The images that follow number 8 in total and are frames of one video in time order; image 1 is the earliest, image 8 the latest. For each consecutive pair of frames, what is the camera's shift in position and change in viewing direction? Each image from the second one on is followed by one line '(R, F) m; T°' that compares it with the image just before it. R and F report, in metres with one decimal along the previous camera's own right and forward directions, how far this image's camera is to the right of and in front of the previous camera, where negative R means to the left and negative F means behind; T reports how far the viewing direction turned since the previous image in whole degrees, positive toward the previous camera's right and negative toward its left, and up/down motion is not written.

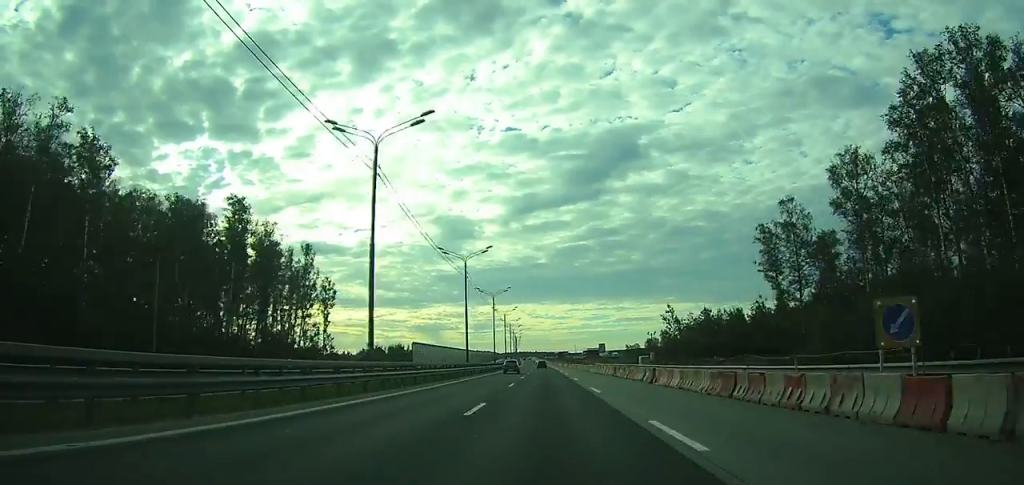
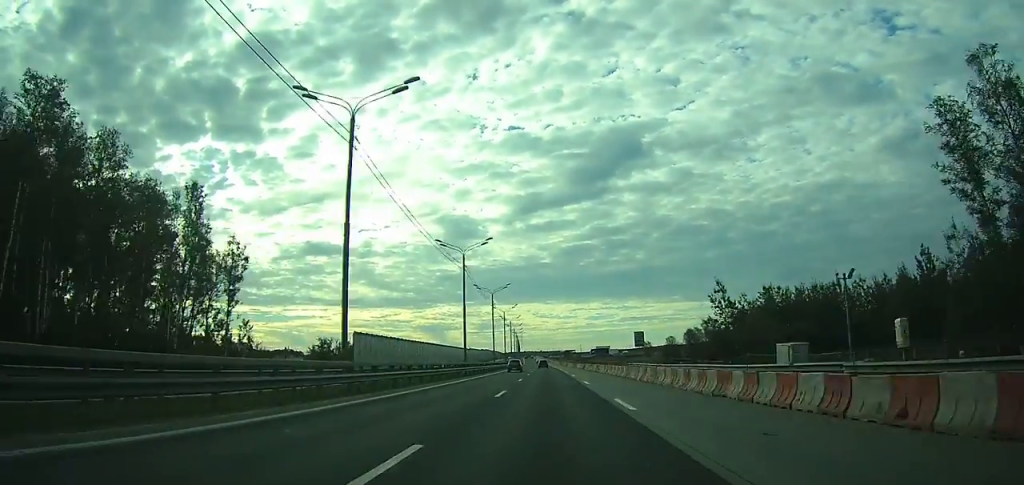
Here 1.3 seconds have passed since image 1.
(-0.1, +43.8) m; 0°
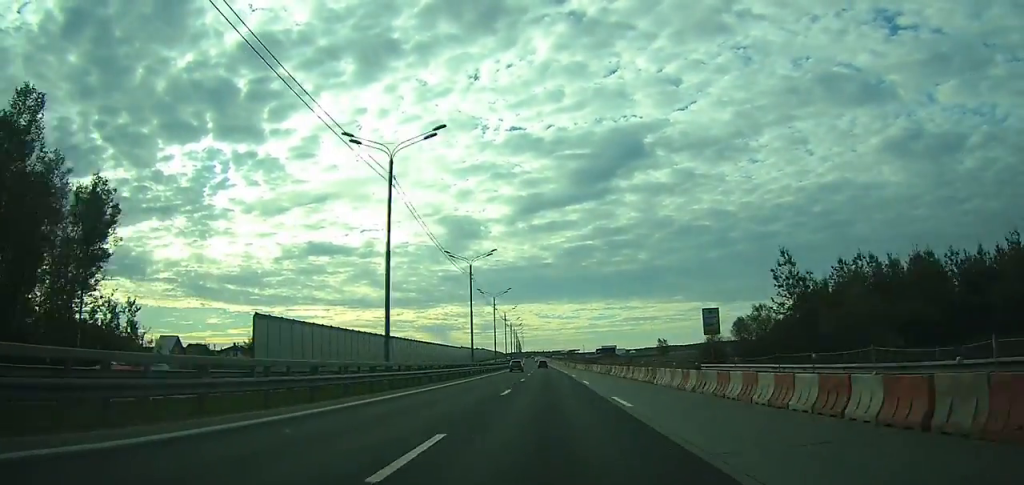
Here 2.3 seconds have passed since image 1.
(-0.1, +31.6) m; 0°
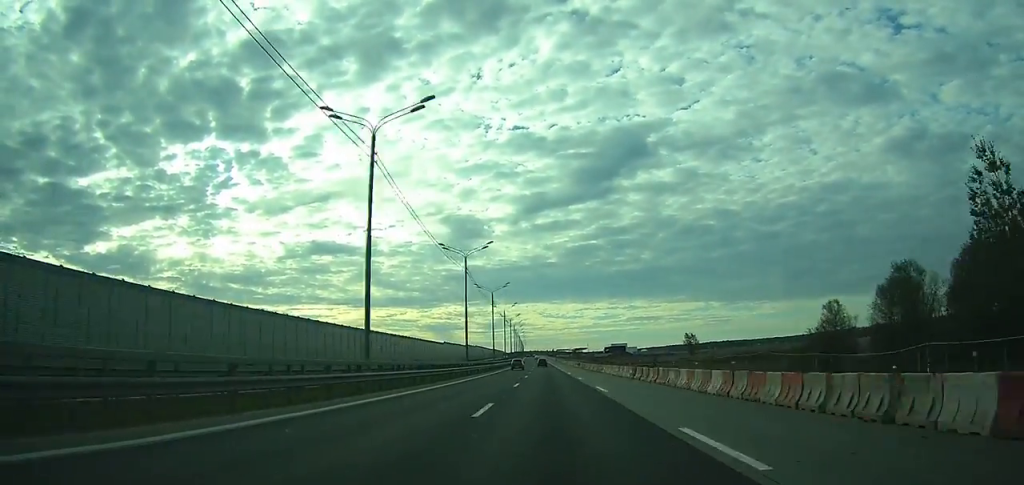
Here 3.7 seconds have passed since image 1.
(-0.2, +42.5) m; -1°
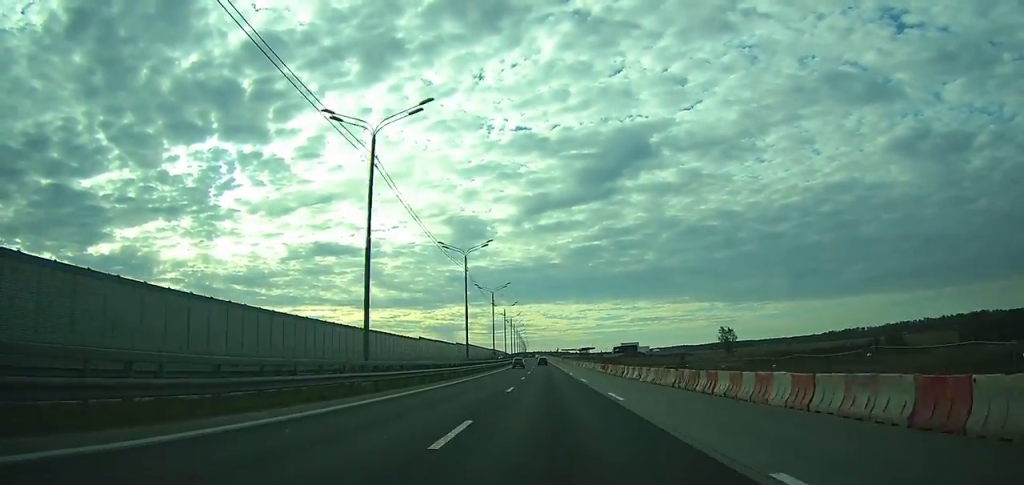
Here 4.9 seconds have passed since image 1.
(-0.1, +38.3) m; -1°
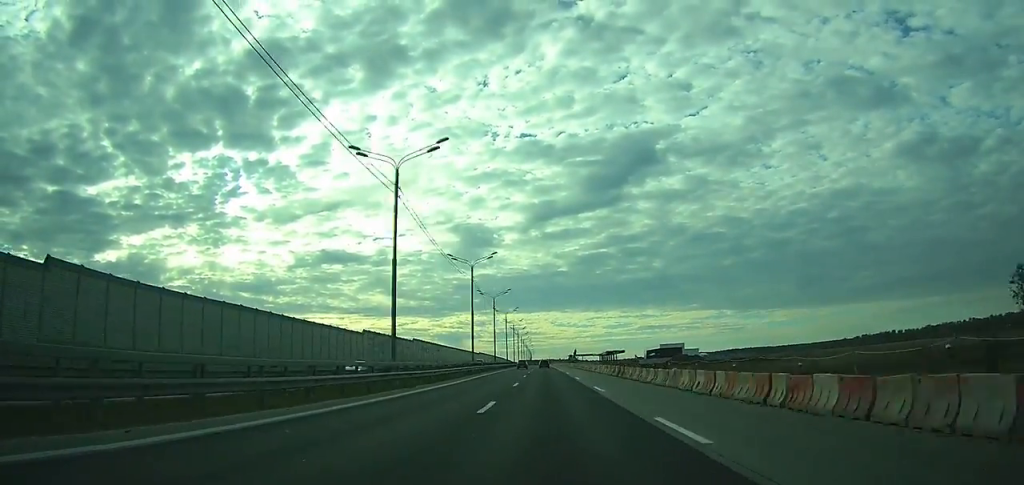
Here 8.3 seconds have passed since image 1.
(-1.1, +107.8) m; -1°
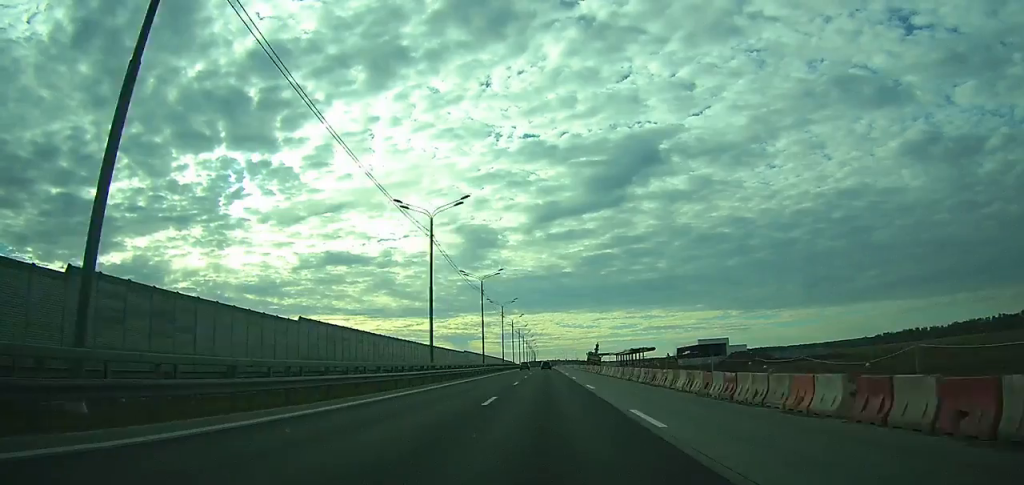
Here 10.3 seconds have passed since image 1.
(0.0, +60.3) m; 0°
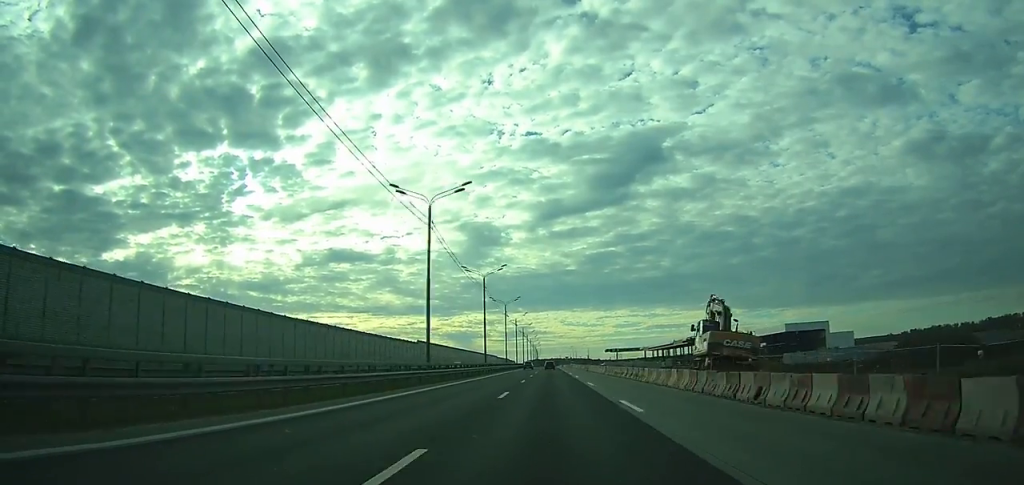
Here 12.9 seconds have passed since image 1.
(-0.2, +71.2) m; 0°
